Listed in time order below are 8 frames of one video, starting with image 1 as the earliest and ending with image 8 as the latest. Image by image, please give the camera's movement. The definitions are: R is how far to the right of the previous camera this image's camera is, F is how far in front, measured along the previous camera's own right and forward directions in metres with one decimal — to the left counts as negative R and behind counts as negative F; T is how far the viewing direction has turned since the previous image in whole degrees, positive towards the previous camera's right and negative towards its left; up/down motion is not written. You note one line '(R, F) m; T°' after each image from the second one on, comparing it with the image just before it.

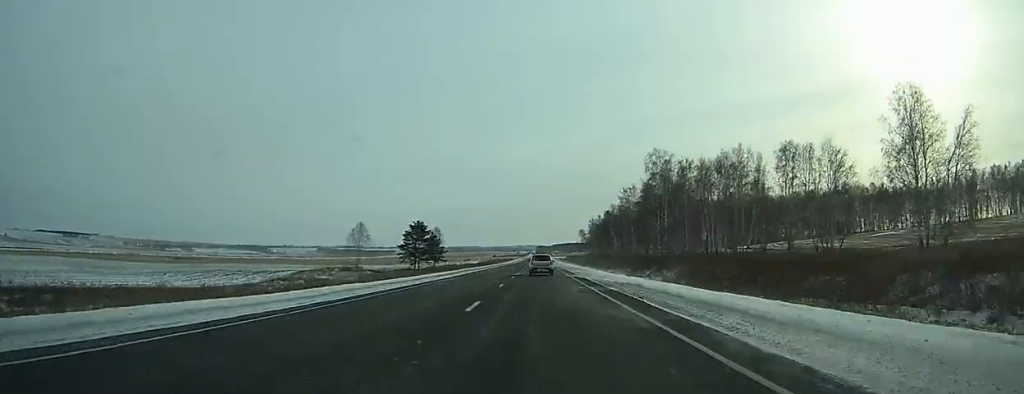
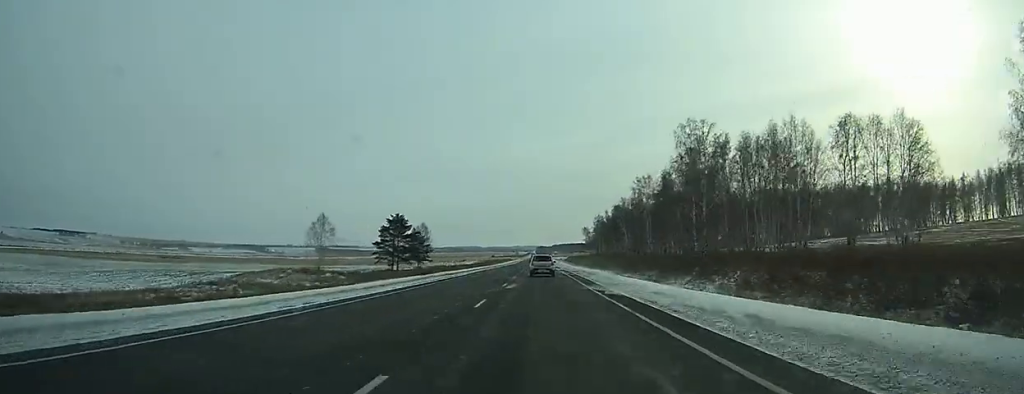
(0.0, +24.3) m; 0°
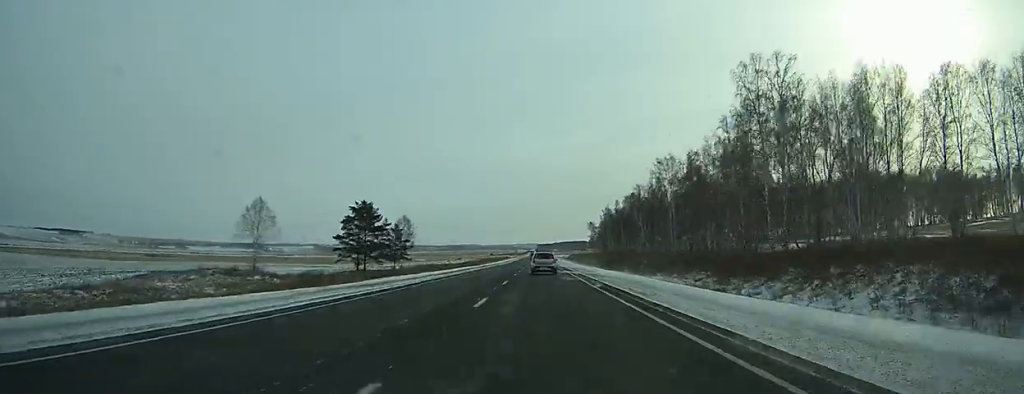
(0.0, +26.3) m; 0°
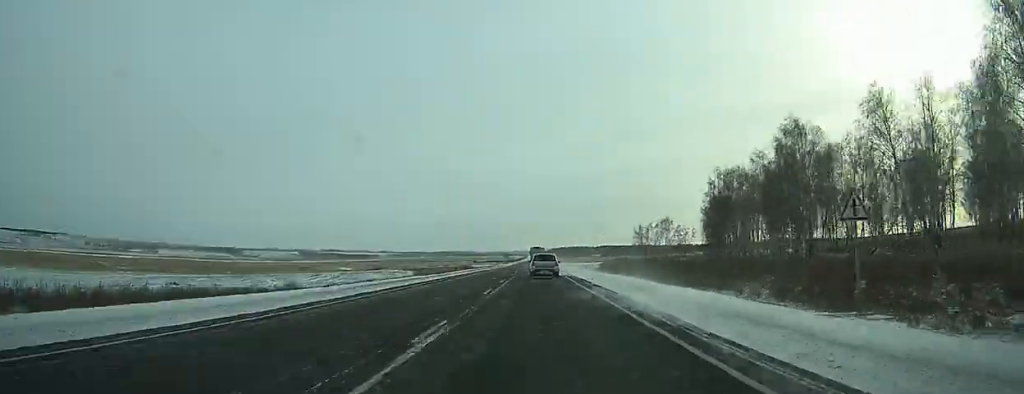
(+0.1, +195.2) m; 0°
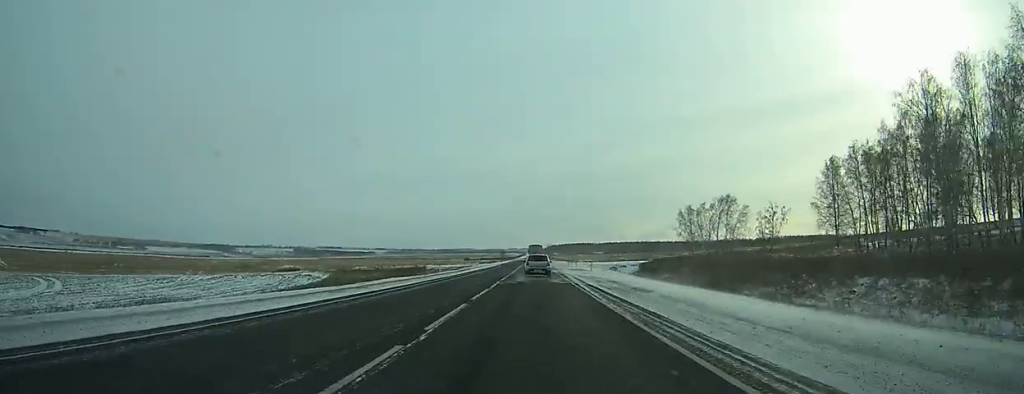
(+0.1, +73.0) m; 0°
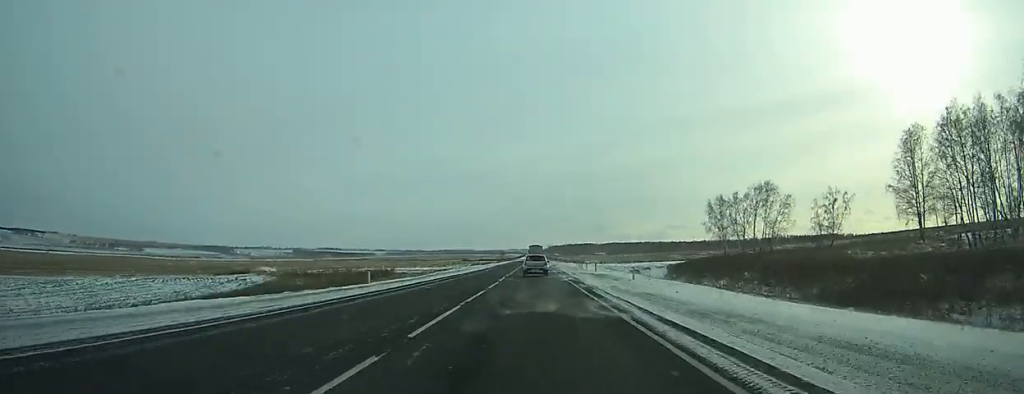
(-0.1, +25.0) m; 0°
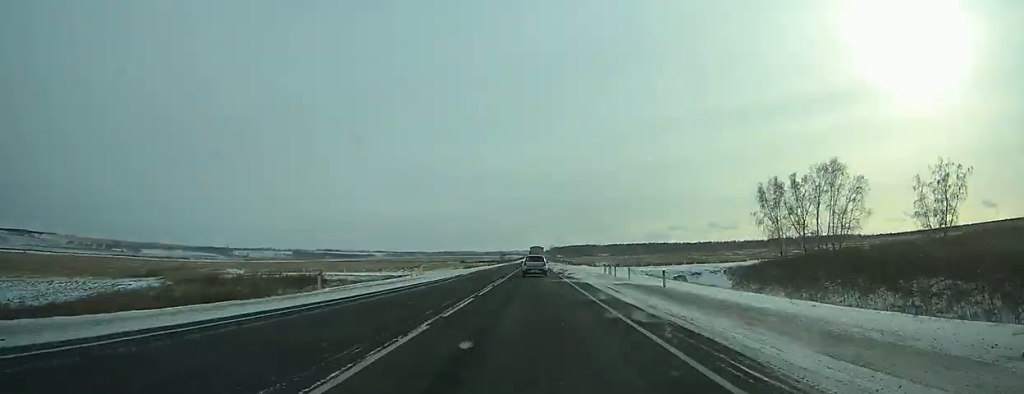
(0.0, +28.0) m; 0°
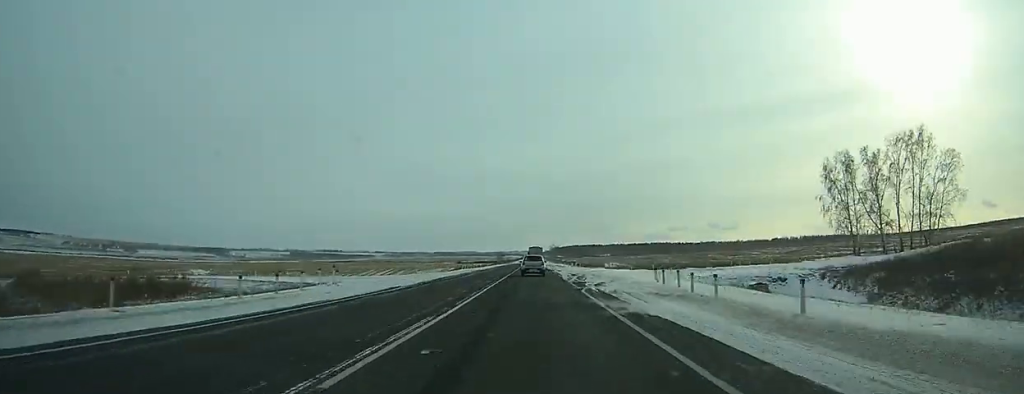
(-0.1, +22.3) m; 0°
